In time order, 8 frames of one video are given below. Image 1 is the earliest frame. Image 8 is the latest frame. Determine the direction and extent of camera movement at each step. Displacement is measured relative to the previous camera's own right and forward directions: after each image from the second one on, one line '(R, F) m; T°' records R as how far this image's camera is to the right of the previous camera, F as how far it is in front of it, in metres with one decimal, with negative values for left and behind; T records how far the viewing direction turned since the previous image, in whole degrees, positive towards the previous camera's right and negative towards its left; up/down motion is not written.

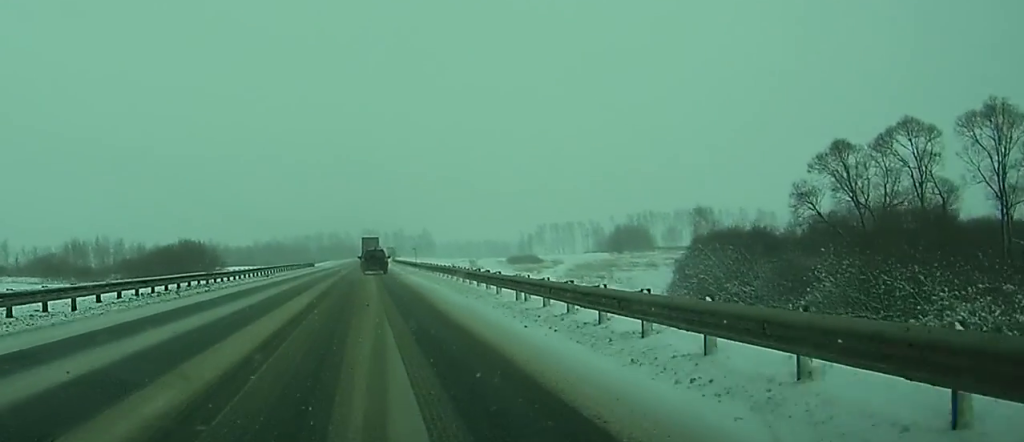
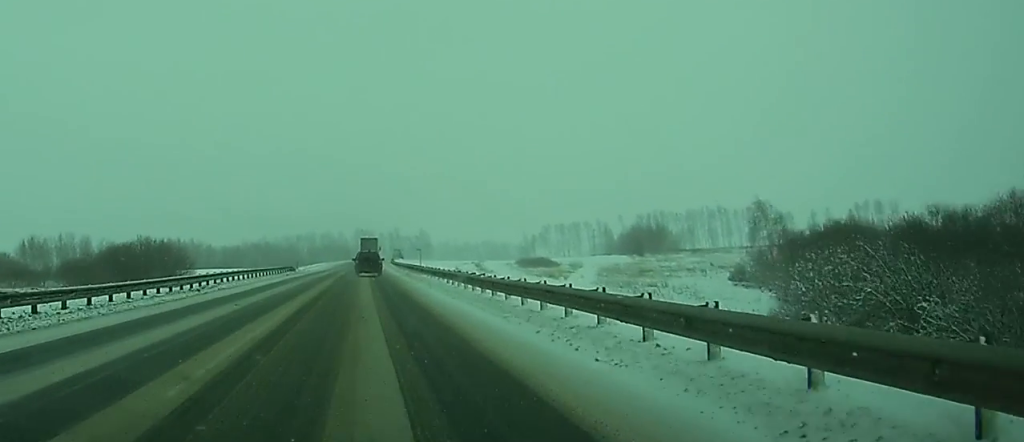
(+0.1, +22.5) m; 0°
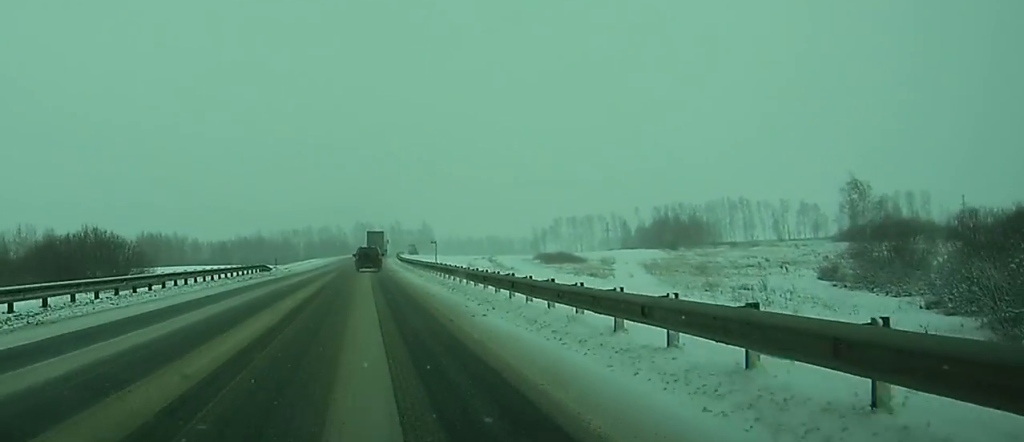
(+0.1, +23.3) m; 0°
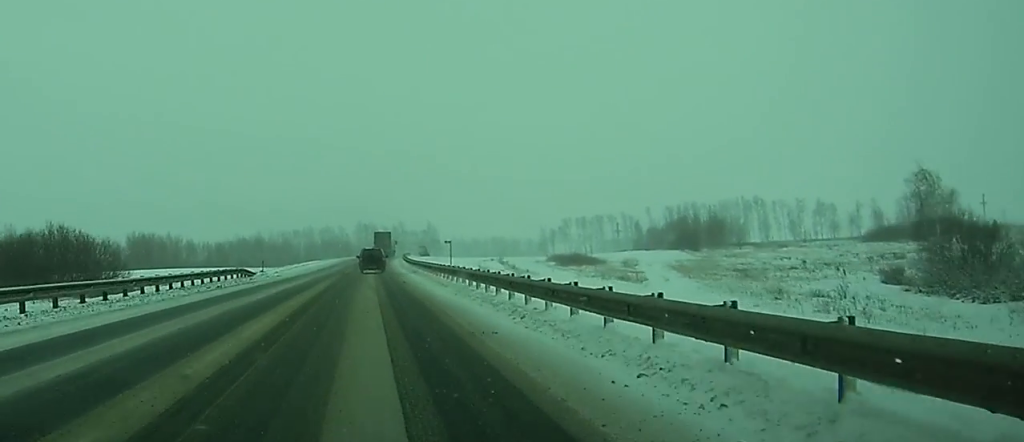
(0.0, +11.6) m; 0°
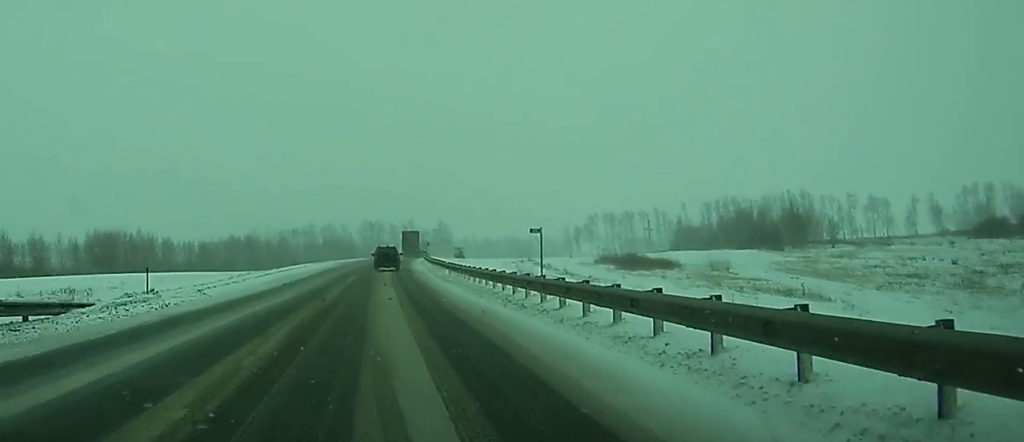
(-0.2, +34.6) m; 0°
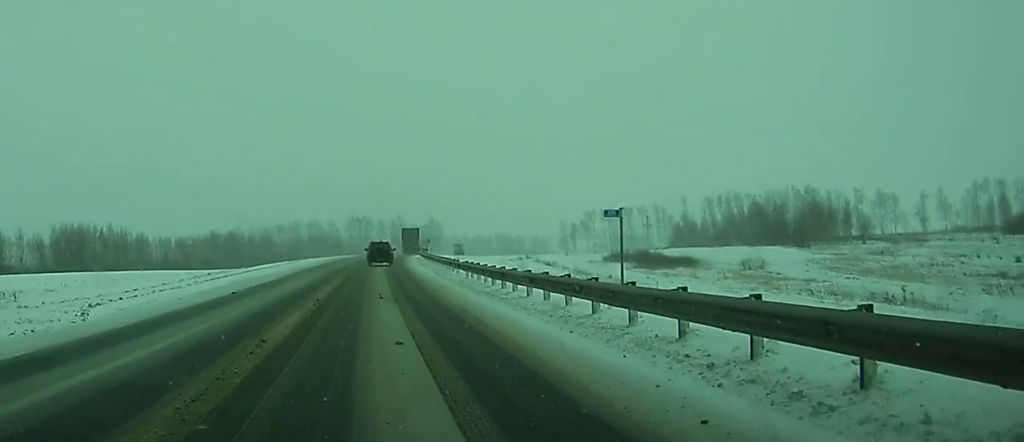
(0.0, +12.9) m; 0°
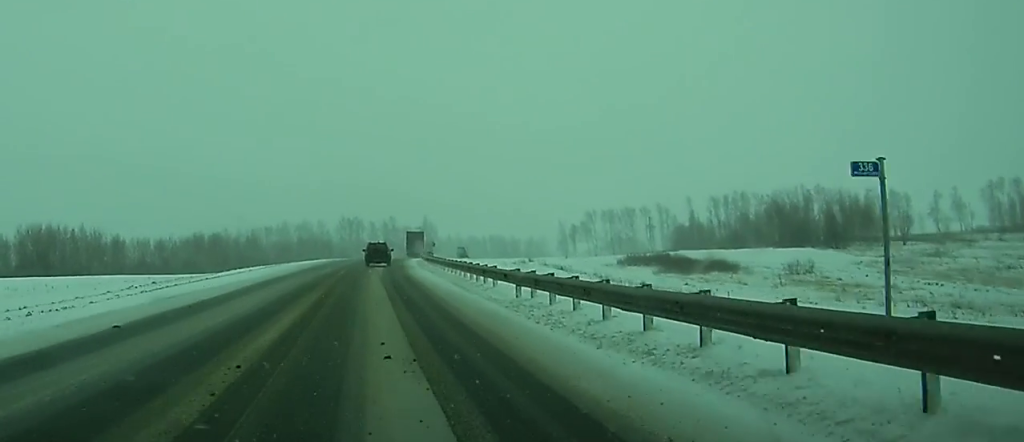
(0.0, +12.9) m; 0°
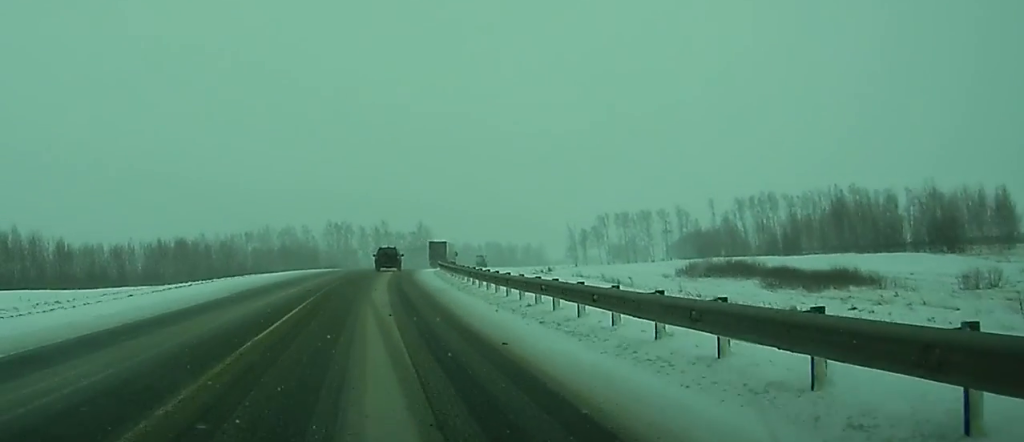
(+0.3, +28.5) m; +1°
